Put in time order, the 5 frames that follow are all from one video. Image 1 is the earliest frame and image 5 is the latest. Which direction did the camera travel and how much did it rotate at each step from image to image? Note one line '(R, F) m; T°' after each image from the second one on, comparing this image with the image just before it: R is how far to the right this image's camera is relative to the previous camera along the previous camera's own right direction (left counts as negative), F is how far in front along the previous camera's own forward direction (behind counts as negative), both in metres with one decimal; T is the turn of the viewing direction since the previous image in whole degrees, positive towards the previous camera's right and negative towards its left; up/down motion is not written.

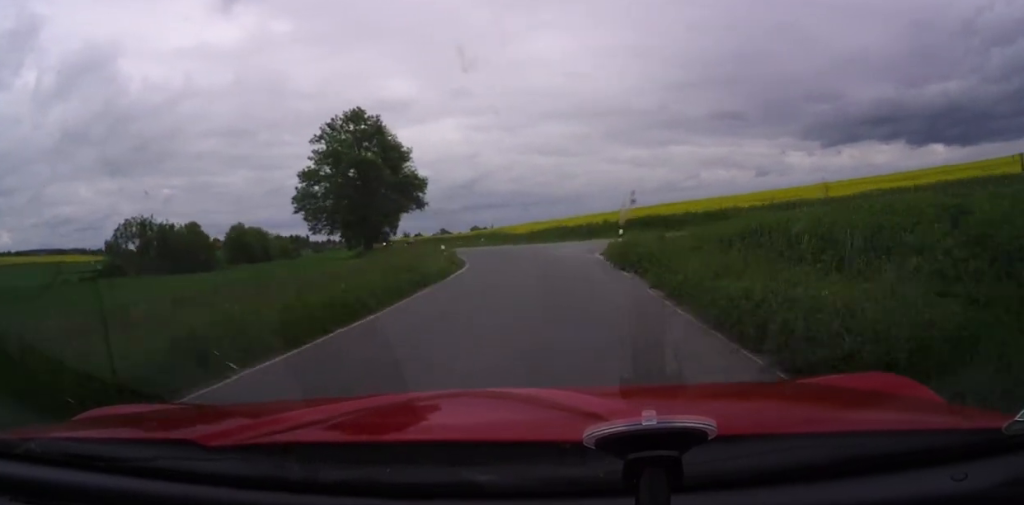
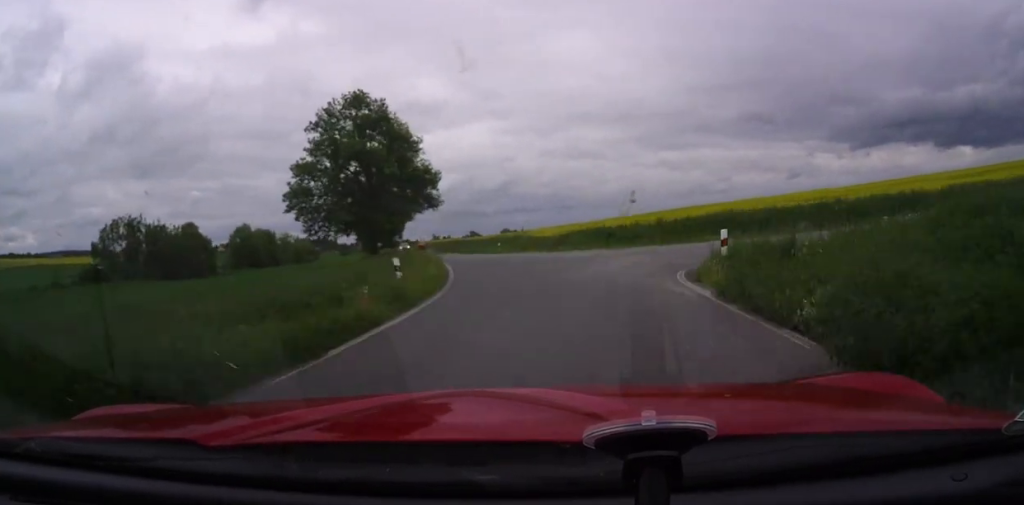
(-0.9, +12.8) m; -2°
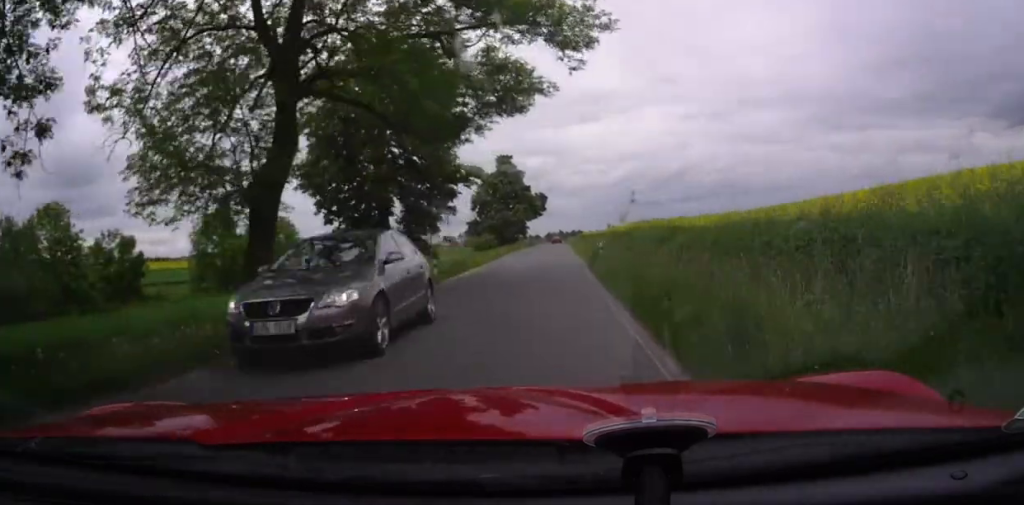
(-3.7, +71.4) m; -10°
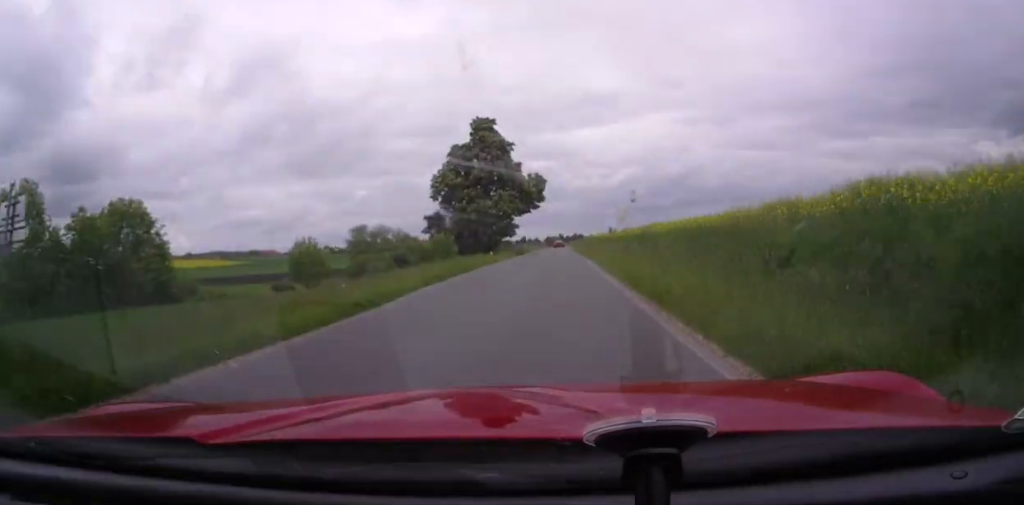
(-2.9, +29.2) m; -4°
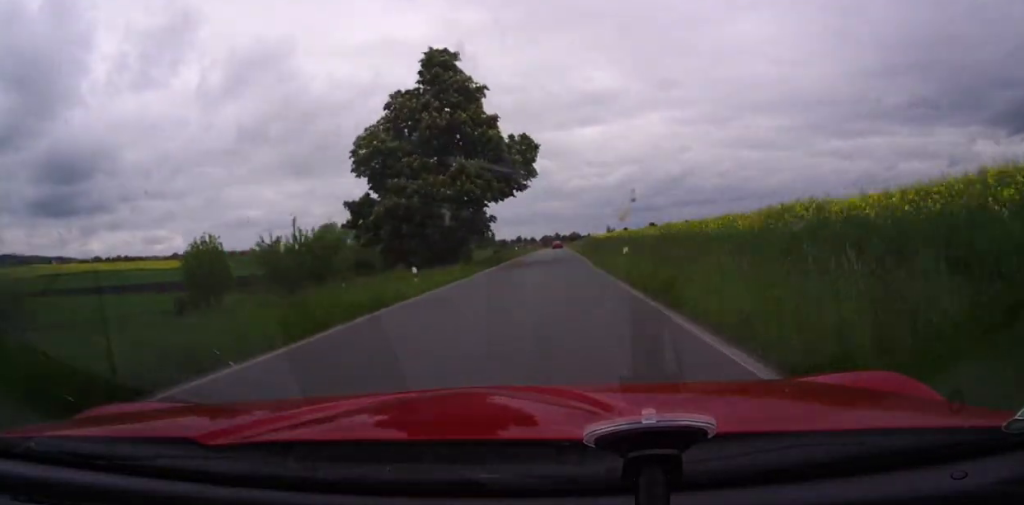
(+0.6, +23.2) m; 0°
